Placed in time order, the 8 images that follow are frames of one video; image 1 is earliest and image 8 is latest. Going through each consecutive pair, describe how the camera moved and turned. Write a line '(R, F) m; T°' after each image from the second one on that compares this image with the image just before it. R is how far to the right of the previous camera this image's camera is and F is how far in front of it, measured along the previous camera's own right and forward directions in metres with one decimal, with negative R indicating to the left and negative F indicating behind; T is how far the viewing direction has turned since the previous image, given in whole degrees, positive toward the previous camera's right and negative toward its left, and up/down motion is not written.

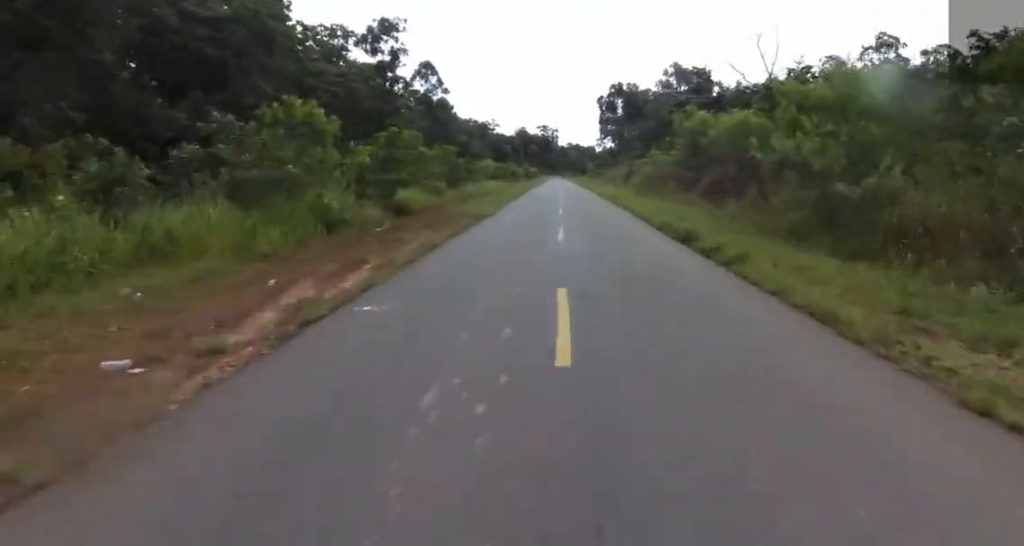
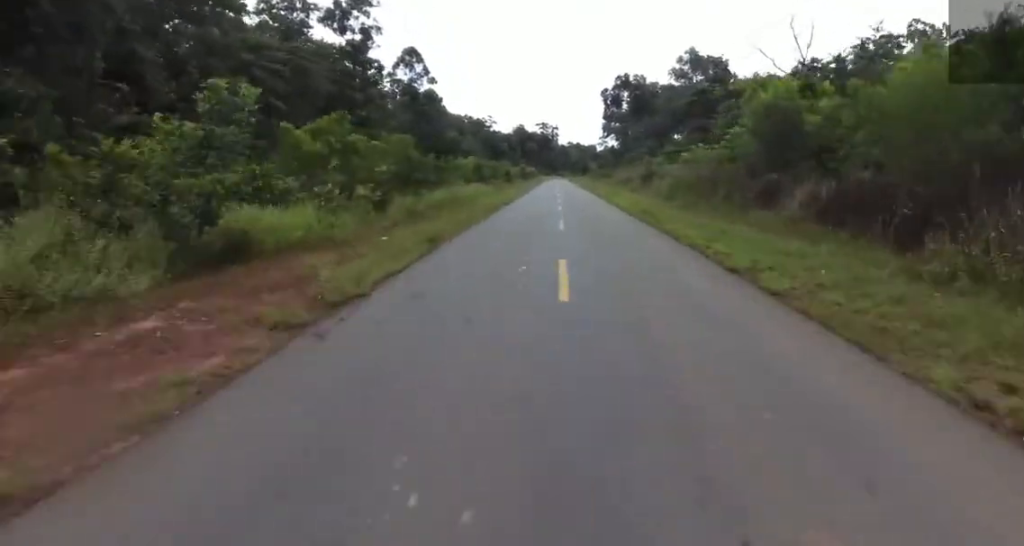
(+0.5, +13.4) m; 0°
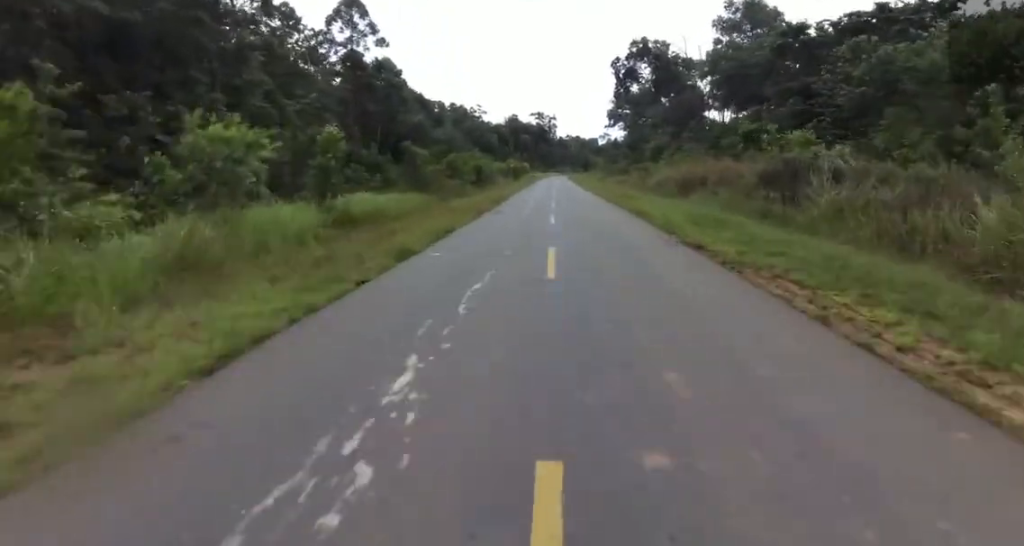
(-0.7, +33.0) m; 0°
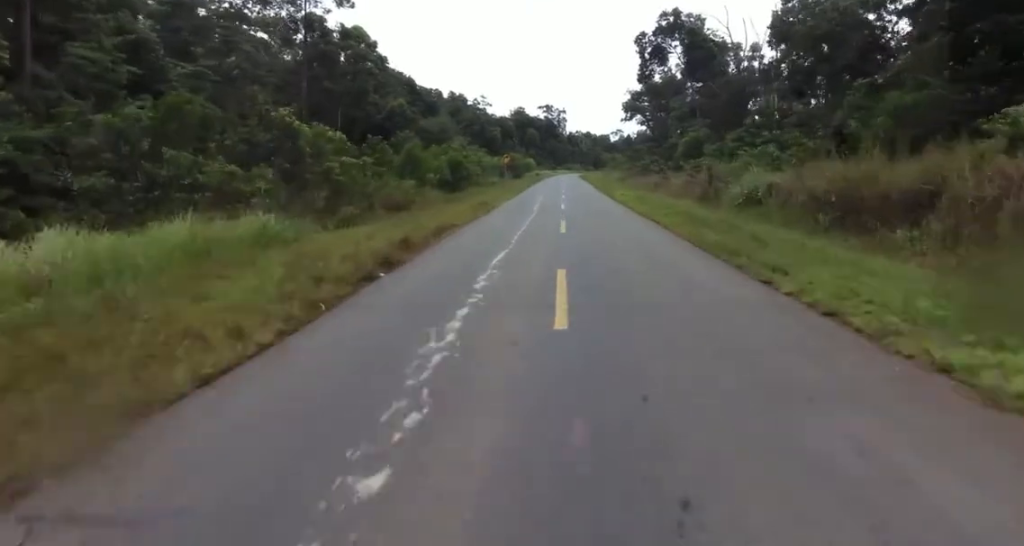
(+0.7, +18.4) m; 0°
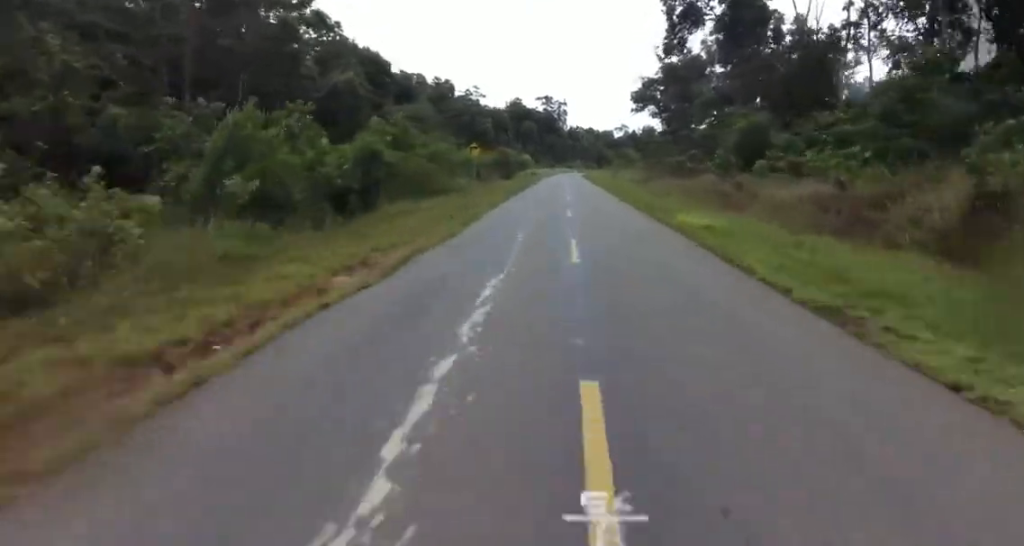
(-0.4, +20.7) m; 0°
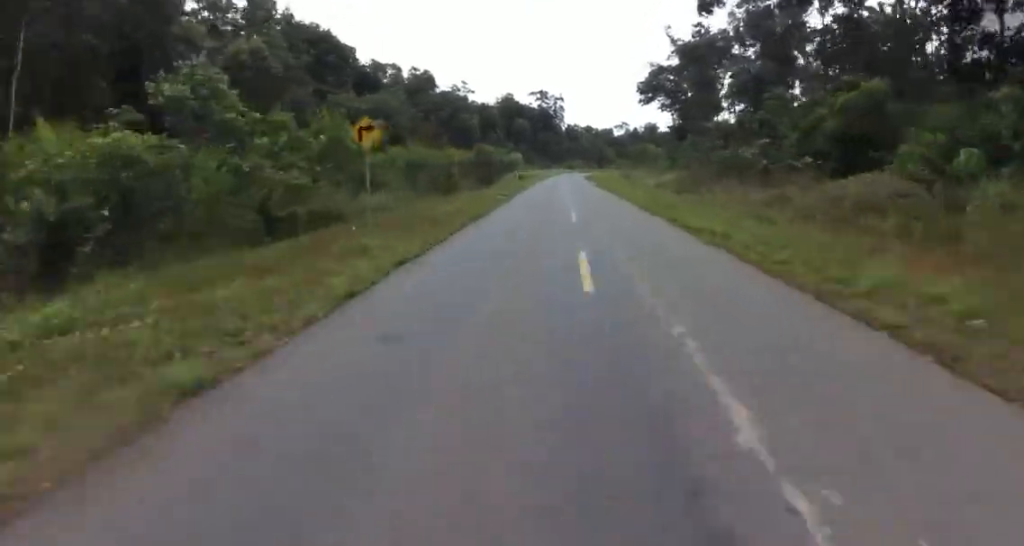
(-0.1, +17.9) m; 0°
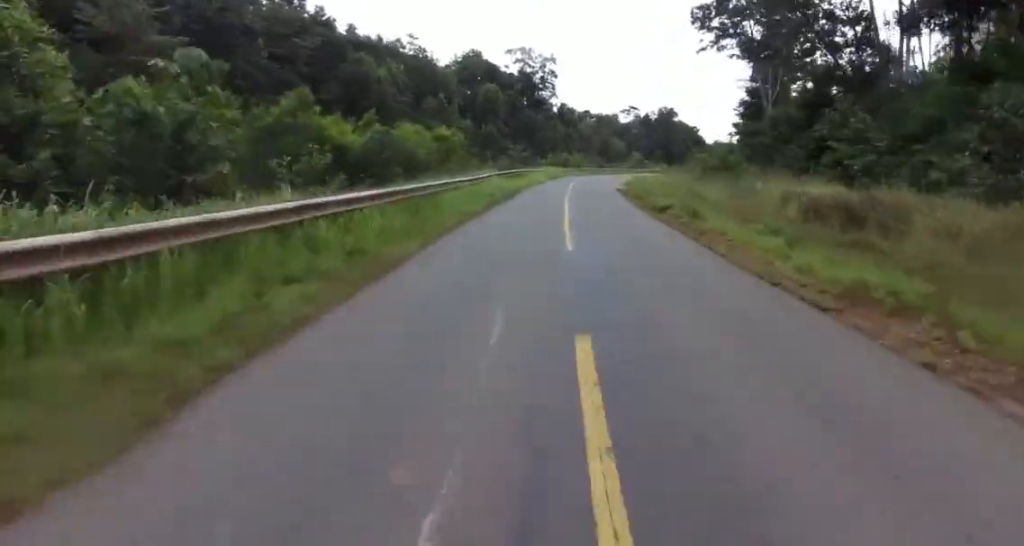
(+0.3, +59.3) m; +1°
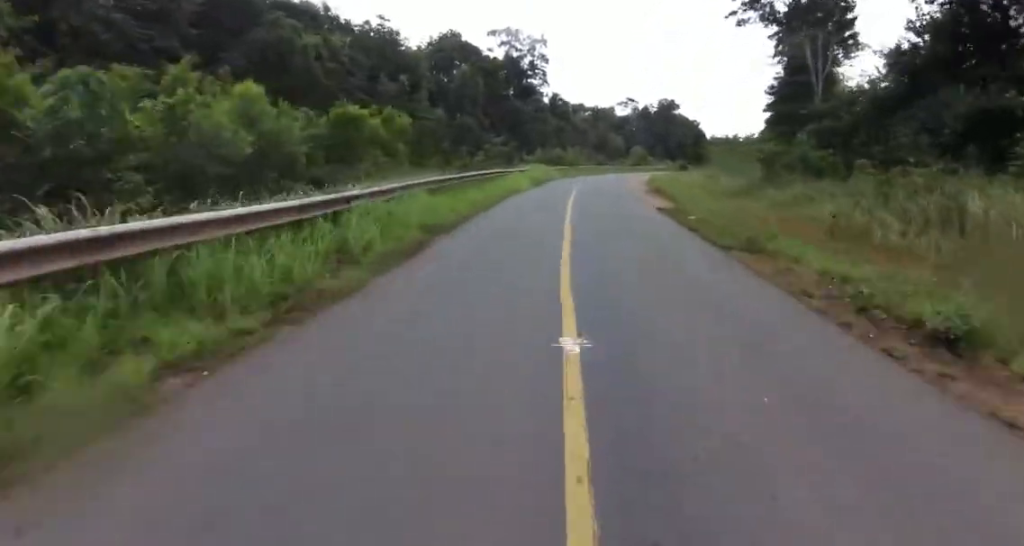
(+0.3, +16.0) m; +6°
